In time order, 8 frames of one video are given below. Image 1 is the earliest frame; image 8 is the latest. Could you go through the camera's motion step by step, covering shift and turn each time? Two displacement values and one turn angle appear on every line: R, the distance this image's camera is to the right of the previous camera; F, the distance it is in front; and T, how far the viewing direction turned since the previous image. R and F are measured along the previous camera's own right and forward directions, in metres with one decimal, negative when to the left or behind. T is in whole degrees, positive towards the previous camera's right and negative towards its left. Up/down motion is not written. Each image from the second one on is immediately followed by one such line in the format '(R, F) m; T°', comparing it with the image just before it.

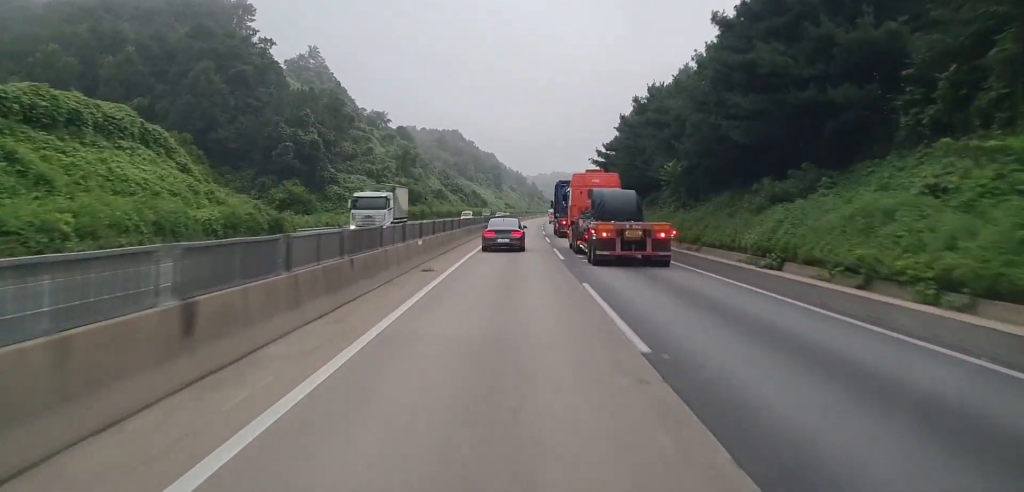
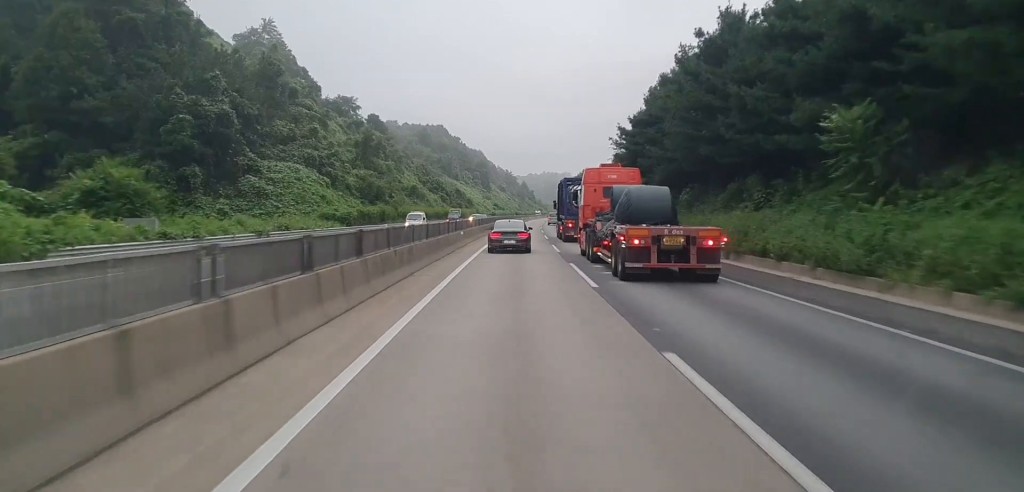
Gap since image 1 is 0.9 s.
(0.0, +28.1) m; 0°
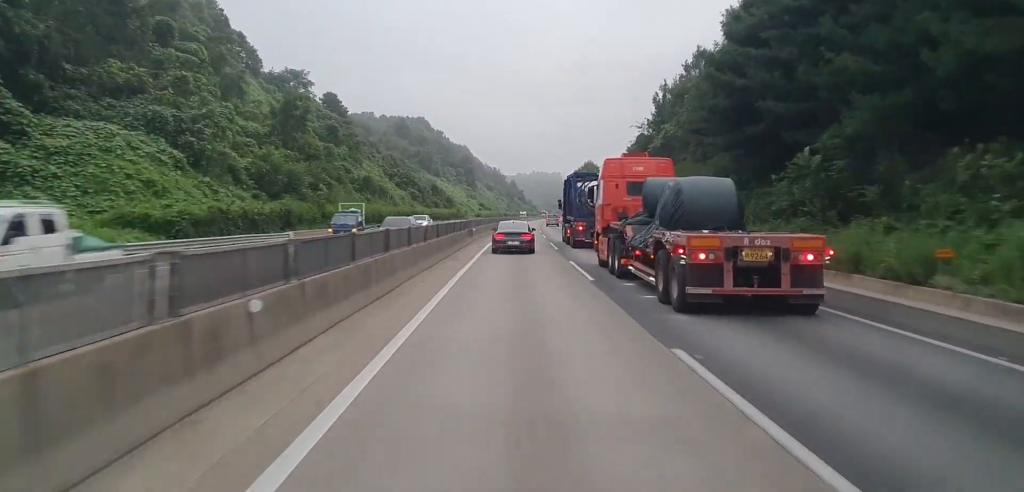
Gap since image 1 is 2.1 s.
(+0.3, +34.0) m; +1°
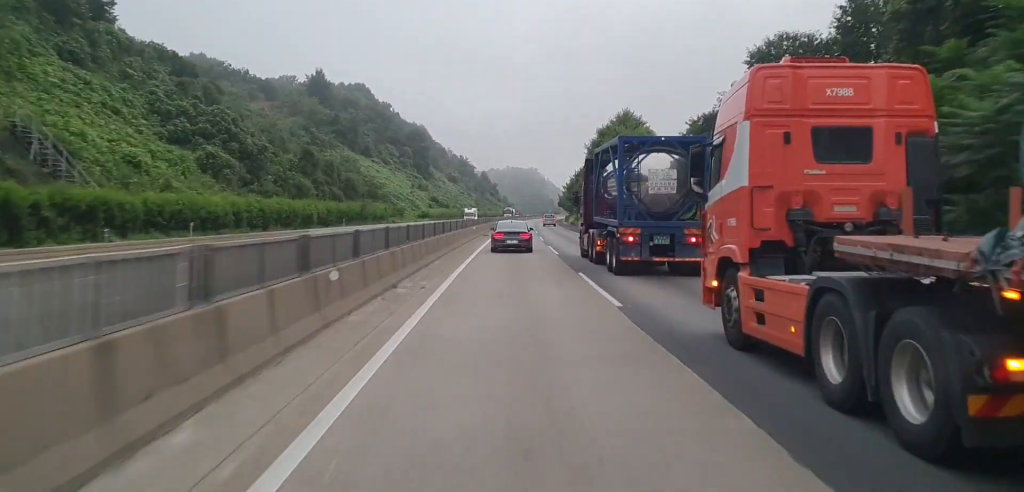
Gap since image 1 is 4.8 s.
(+1.6, +83.5) m; +2°
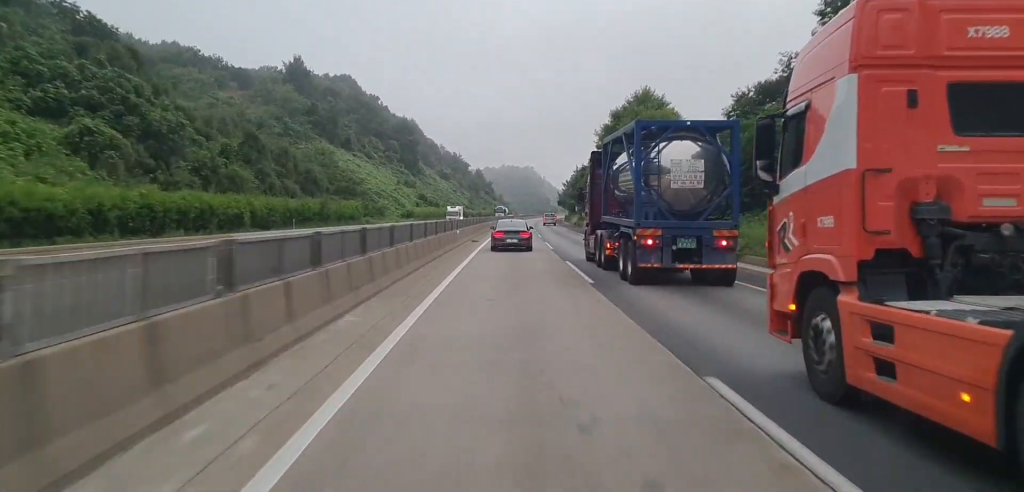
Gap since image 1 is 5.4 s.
(0.0, +16.2) m; +1°
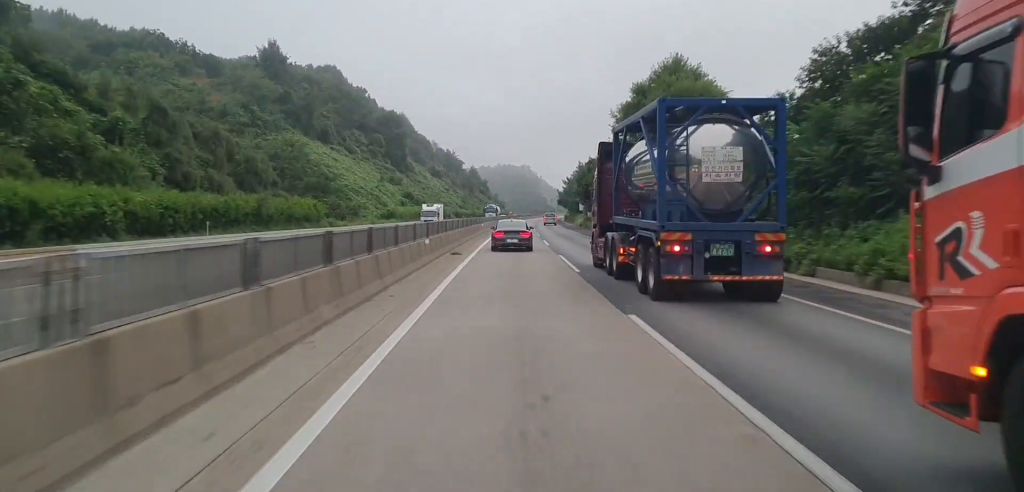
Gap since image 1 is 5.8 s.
(+0.2, +14.2) m; 0°
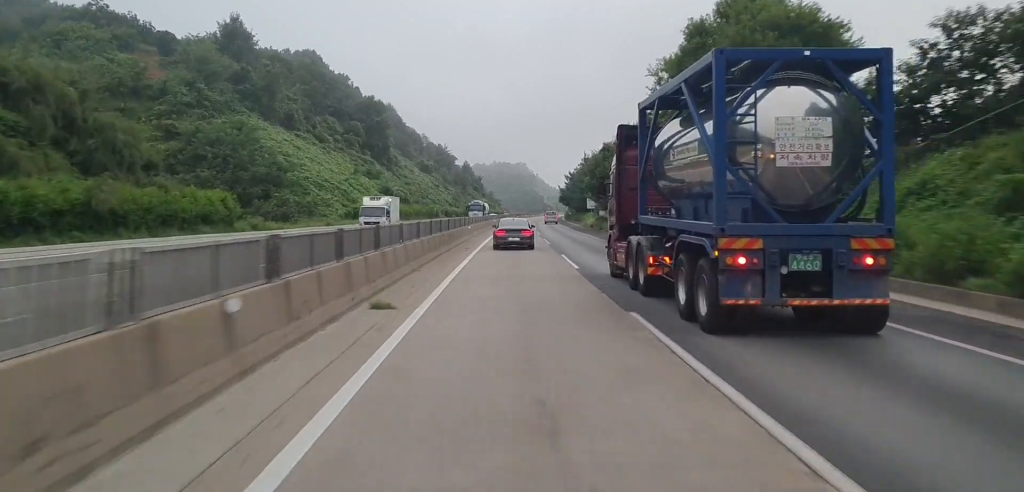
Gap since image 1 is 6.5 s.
(+0.1, +20.4) m; 0°
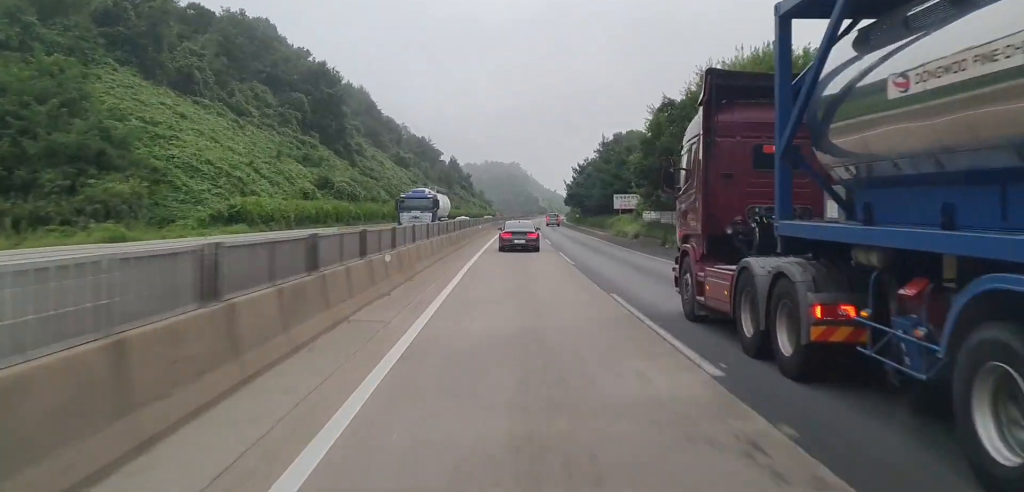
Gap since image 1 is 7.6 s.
(0.0, +34.7) m; 0°
